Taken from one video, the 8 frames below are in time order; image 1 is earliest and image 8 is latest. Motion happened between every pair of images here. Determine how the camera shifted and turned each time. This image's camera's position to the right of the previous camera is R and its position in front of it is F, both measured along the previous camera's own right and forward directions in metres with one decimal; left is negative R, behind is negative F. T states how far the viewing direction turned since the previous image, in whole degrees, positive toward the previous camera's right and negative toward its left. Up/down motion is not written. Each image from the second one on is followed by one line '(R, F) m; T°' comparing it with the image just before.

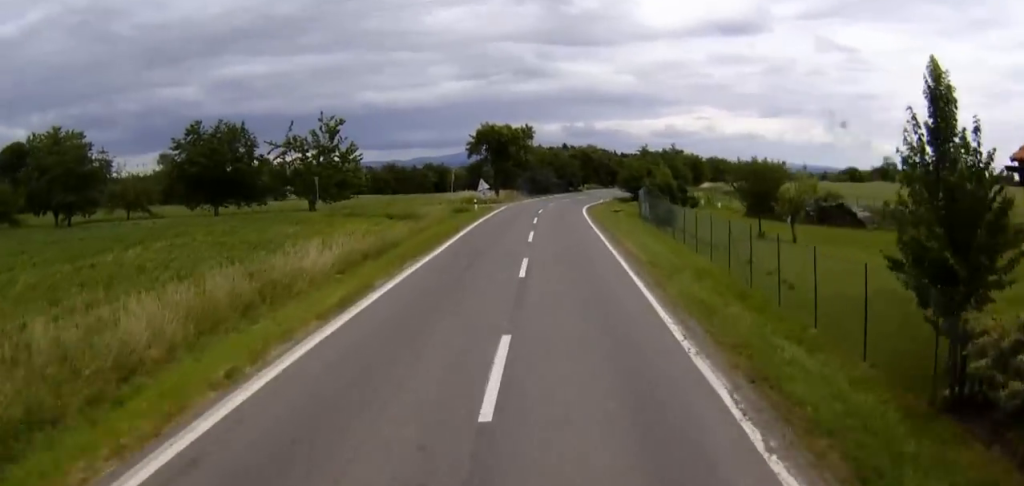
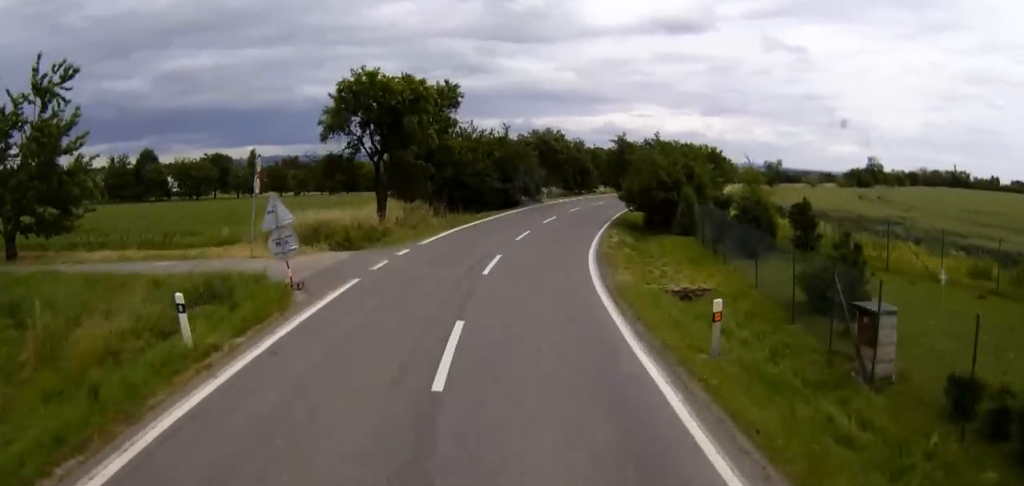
(+0.6, +34.7) m; +4°
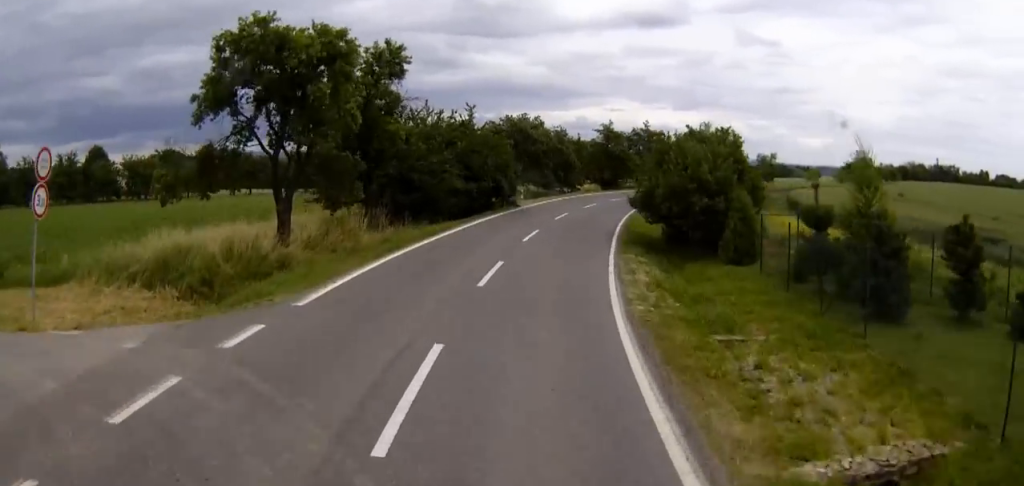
(-0.1, +11.4) m; +3°
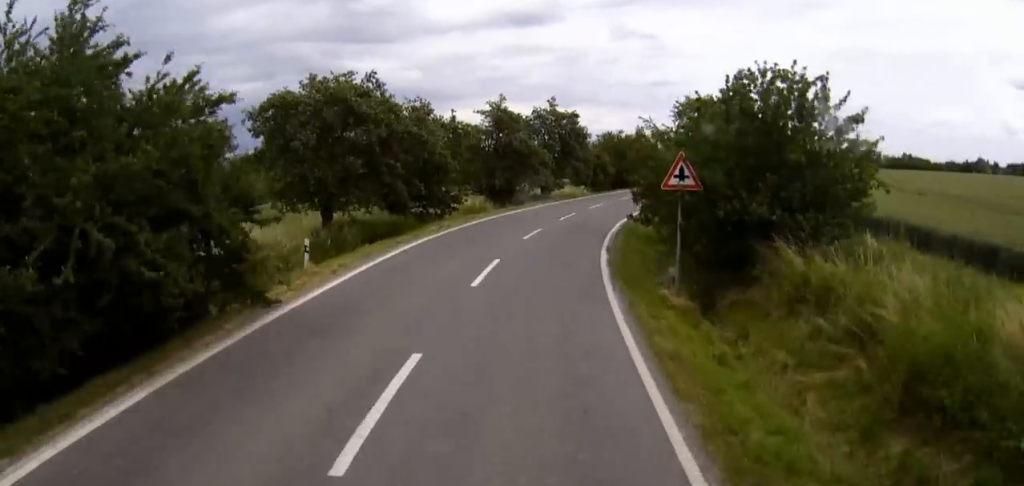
(+2.2, +27.3) m; +10°
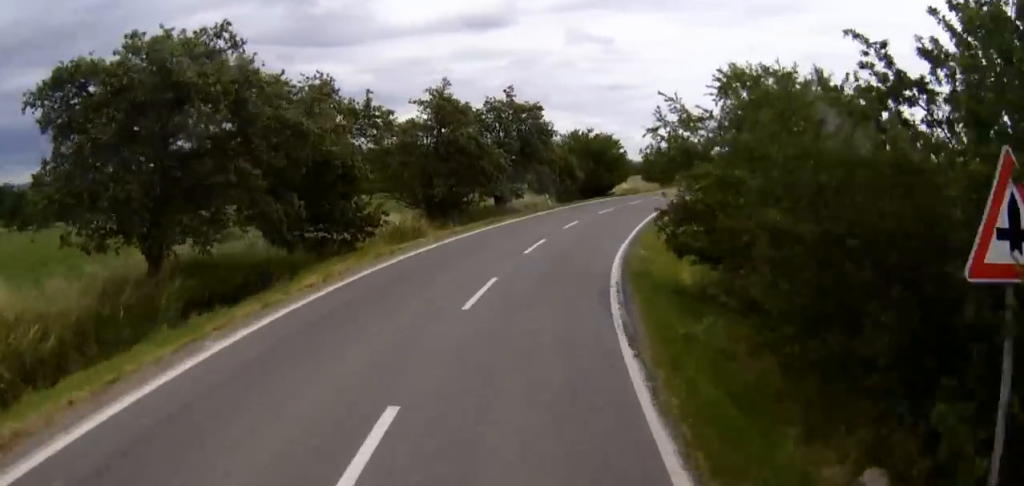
(+0.7, +11.5) m; +5°
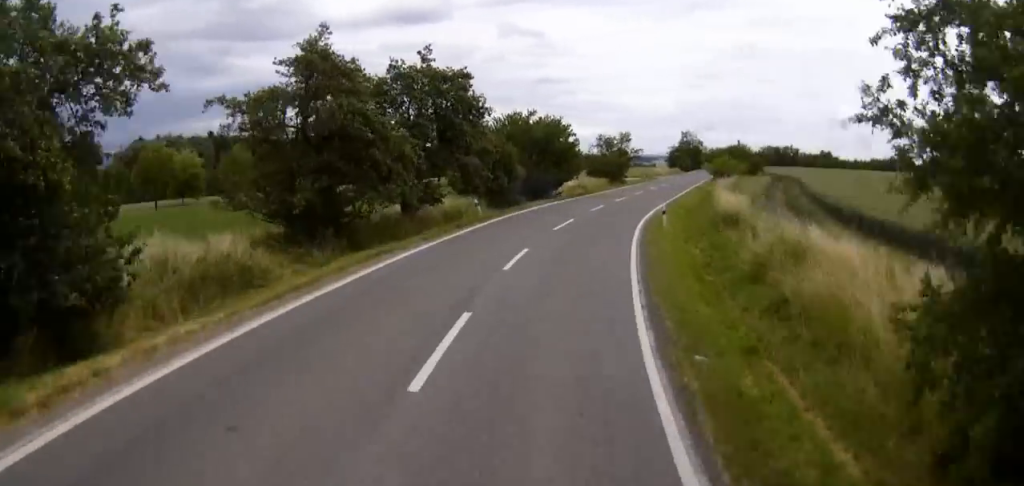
(+0.6, +13.8) m; +5°
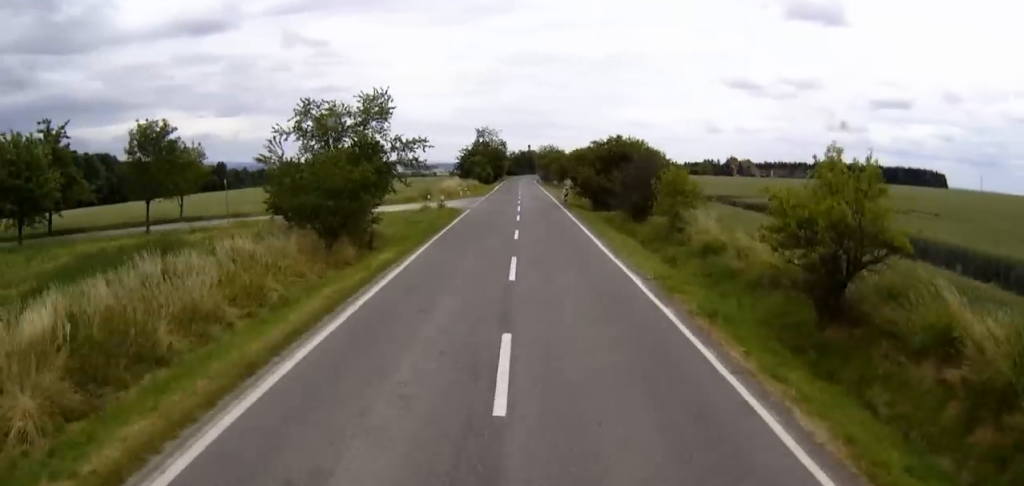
(+7.7, +52.8) m; +11°
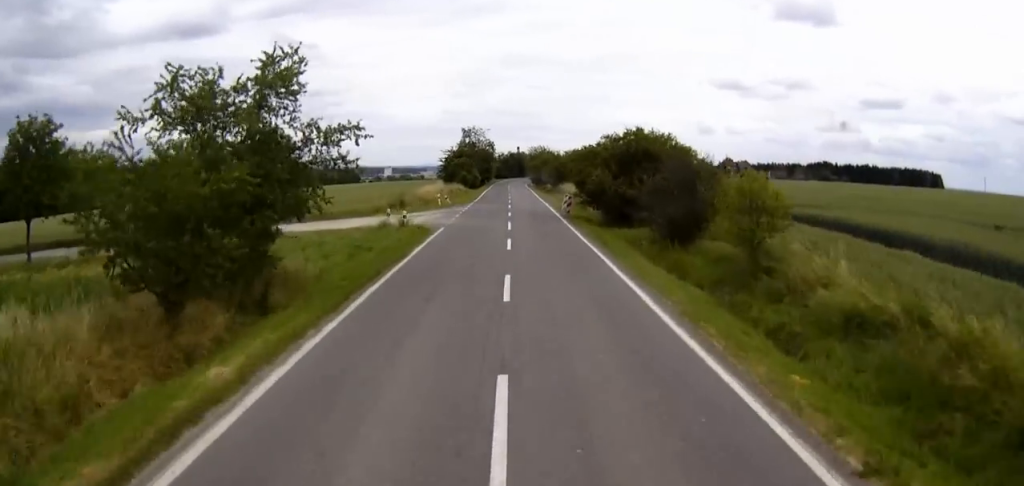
(0.0, +11.2) m; 0°
